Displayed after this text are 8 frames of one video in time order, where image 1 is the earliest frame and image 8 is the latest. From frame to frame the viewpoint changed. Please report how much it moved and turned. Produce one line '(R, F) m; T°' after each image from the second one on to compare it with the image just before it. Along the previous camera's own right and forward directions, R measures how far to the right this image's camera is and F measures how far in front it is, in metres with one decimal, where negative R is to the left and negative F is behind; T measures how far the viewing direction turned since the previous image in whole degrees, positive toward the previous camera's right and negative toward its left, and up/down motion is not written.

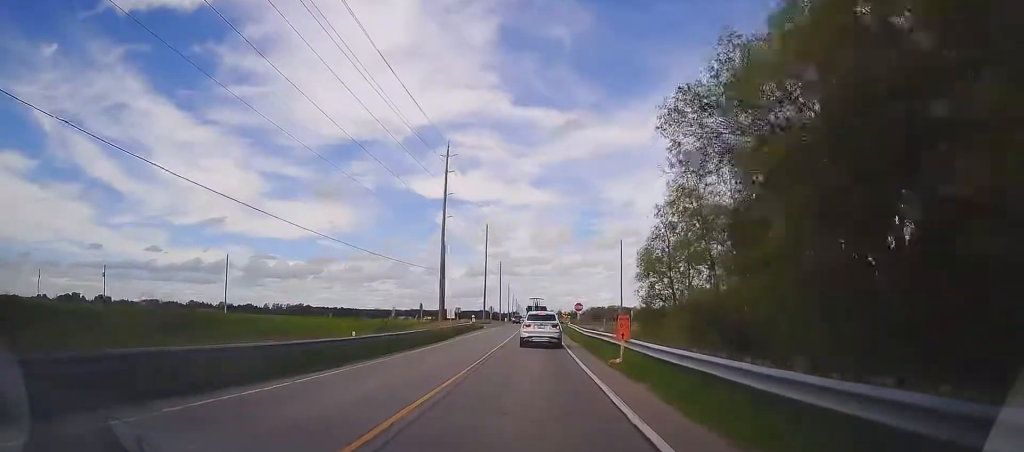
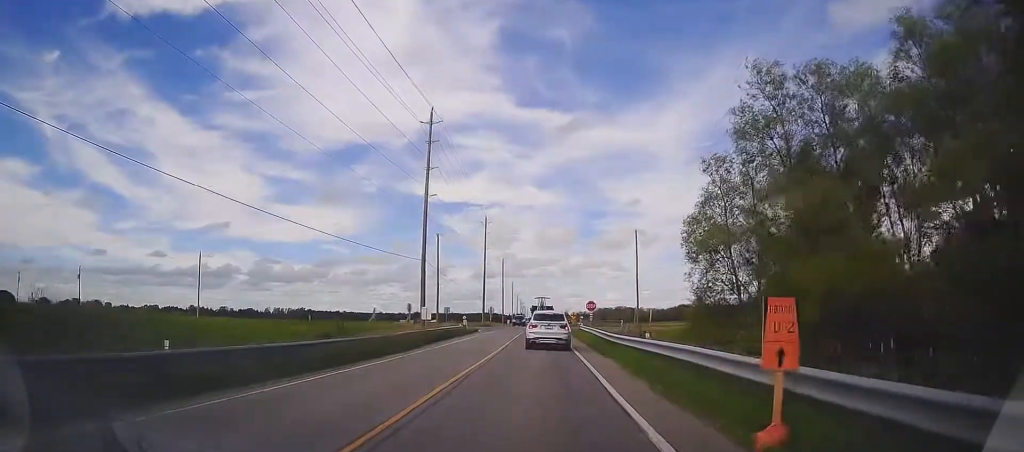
(0.0, +11.2) m; -1°
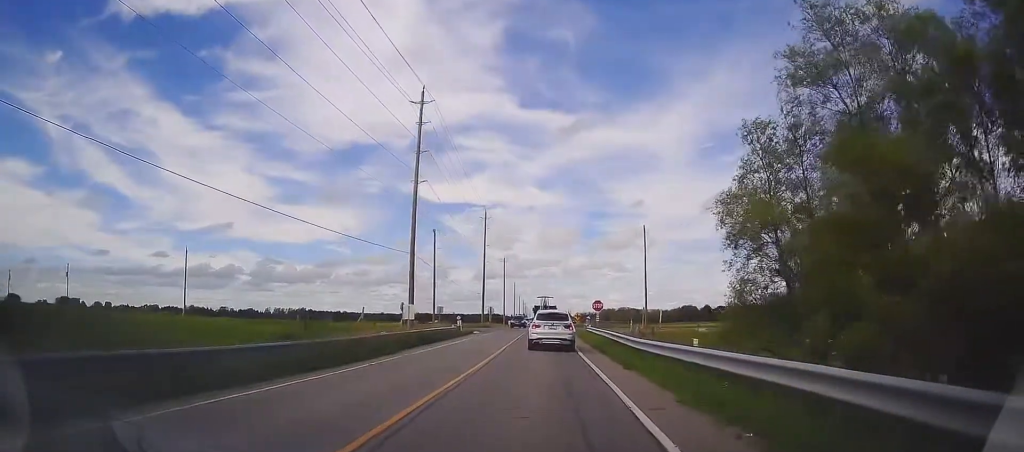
(0.0, +5.2) m; 0°
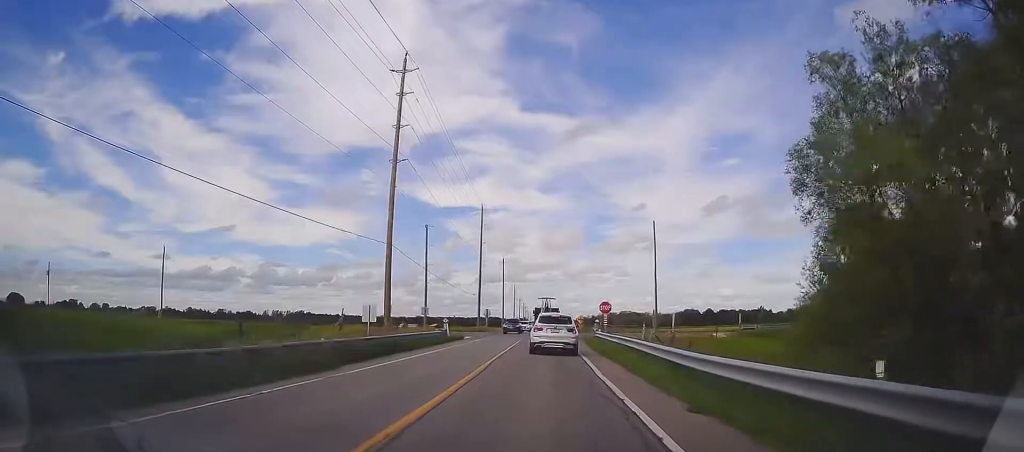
(-0.2, +7.1) m; +2°
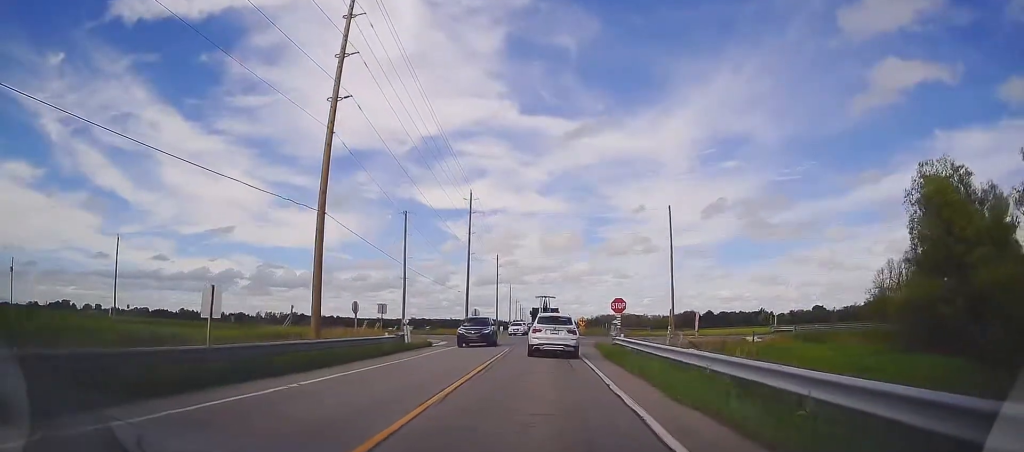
(+0.3, +10.8) m; -1°
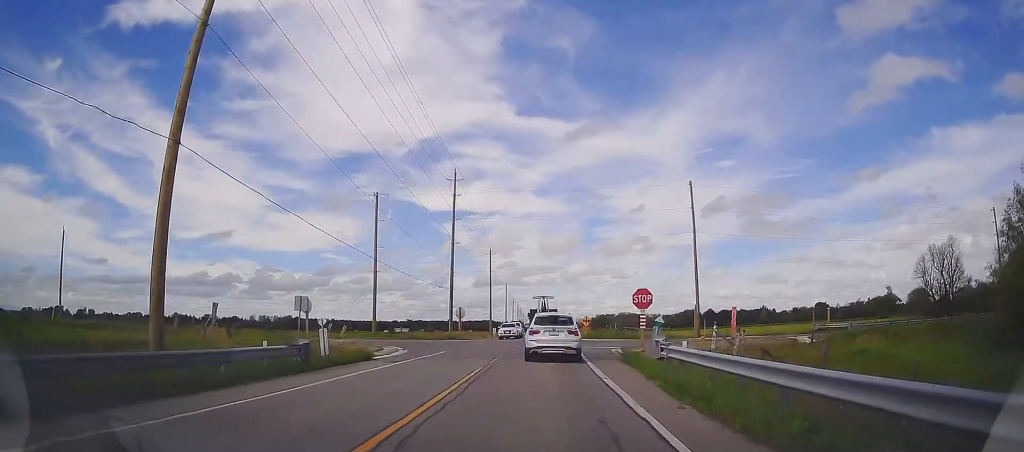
(+0.2, +10.7) m; +4°
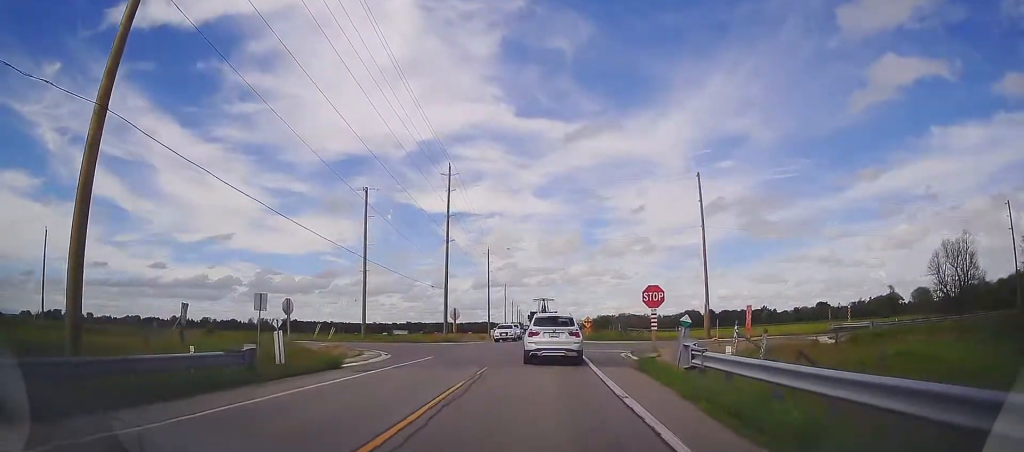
(+0.2, +2.9) m; -1°
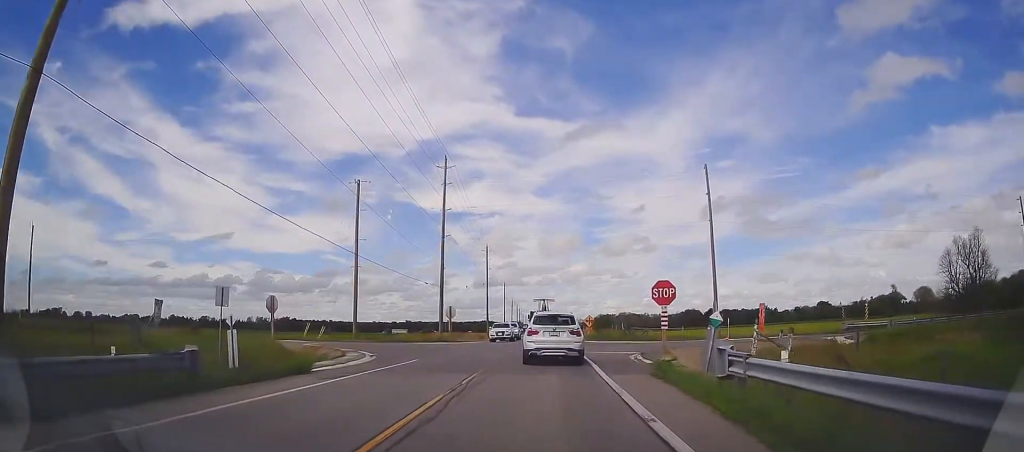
(0.0, +2.3) m; 0°
